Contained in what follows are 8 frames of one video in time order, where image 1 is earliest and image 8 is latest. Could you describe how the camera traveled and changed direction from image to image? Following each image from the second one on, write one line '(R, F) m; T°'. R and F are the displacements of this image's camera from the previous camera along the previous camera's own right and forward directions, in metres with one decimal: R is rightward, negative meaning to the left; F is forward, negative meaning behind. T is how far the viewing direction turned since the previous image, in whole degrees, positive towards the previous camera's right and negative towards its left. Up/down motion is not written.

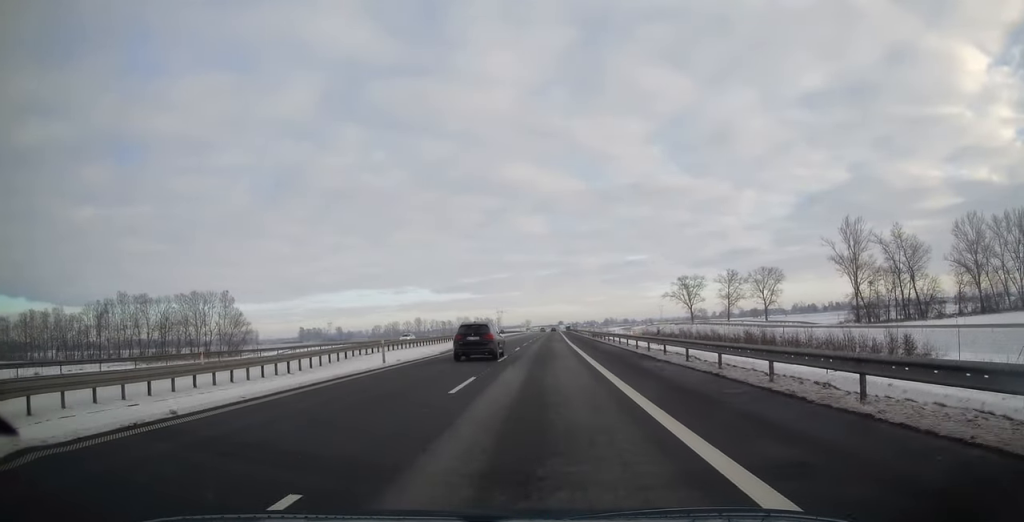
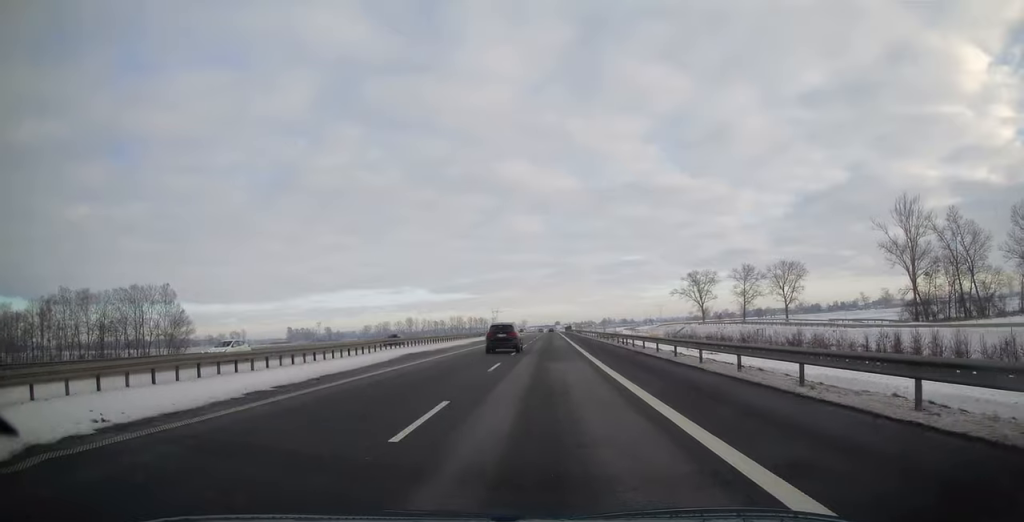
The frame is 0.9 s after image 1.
(+0.2, +29.2) m; 0°
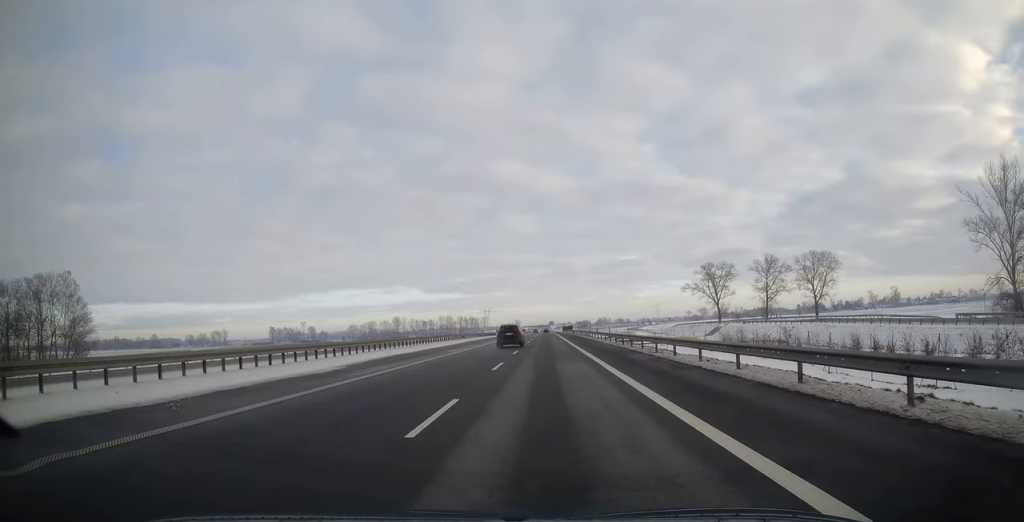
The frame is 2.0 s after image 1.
(0.0, +35.5) m; 0°
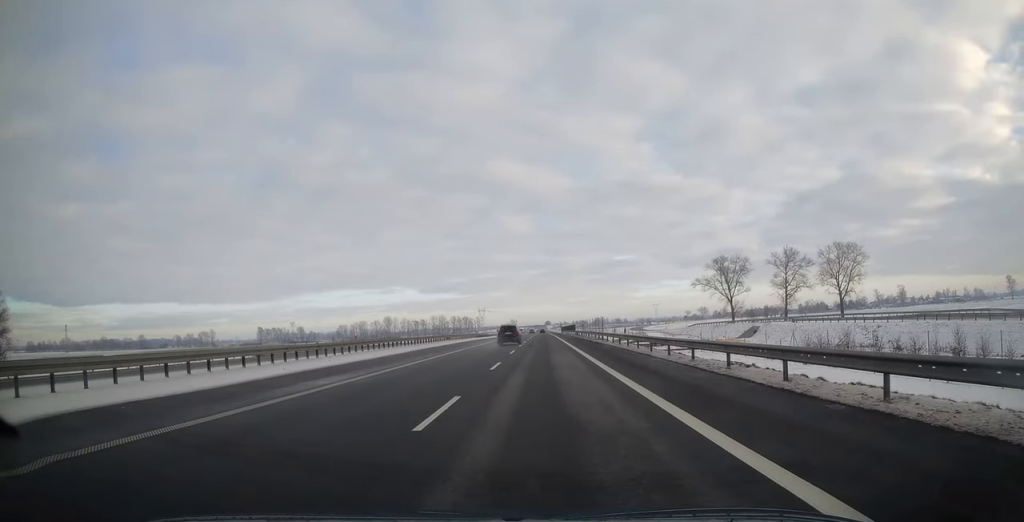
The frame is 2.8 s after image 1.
(0.0, +23.4) m; +1°
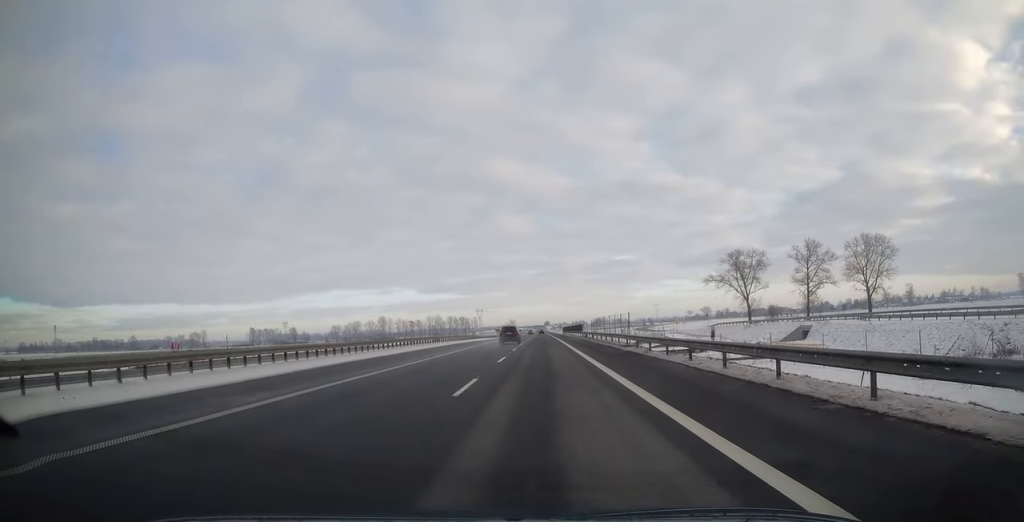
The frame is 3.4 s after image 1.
(+0.3, +19.6) m; 0°
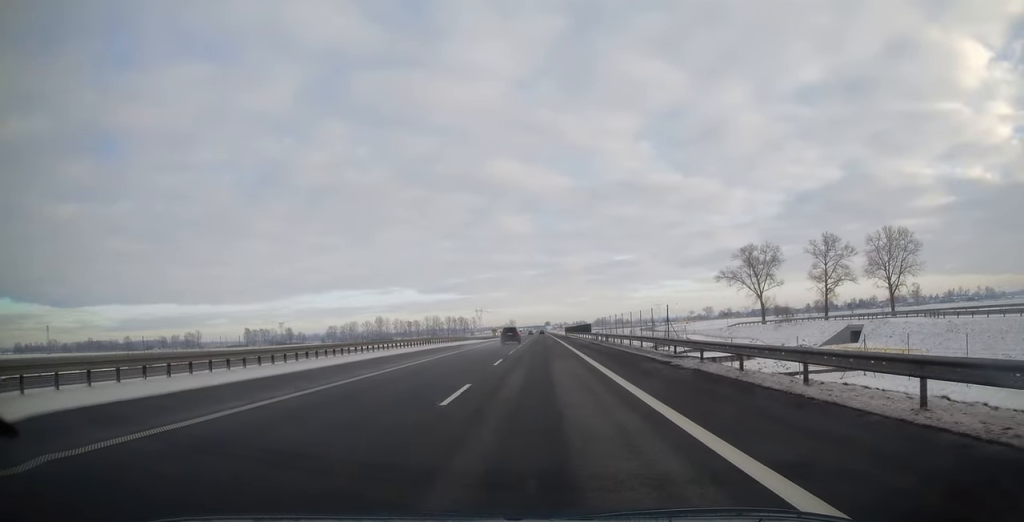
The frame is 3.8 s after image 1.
(0.0, +13.3) m; 0°
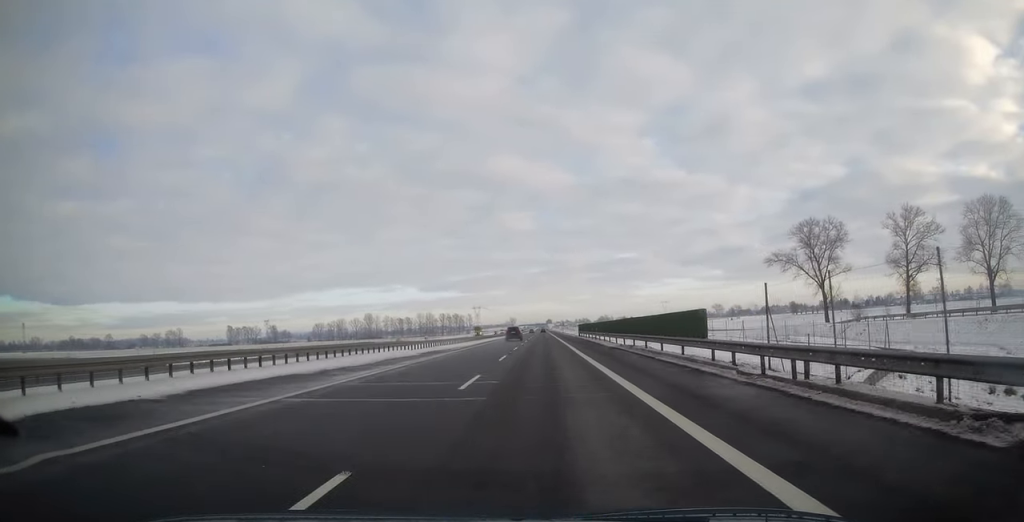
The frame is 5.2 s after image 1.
(-0.5, +45.1) m; 0°
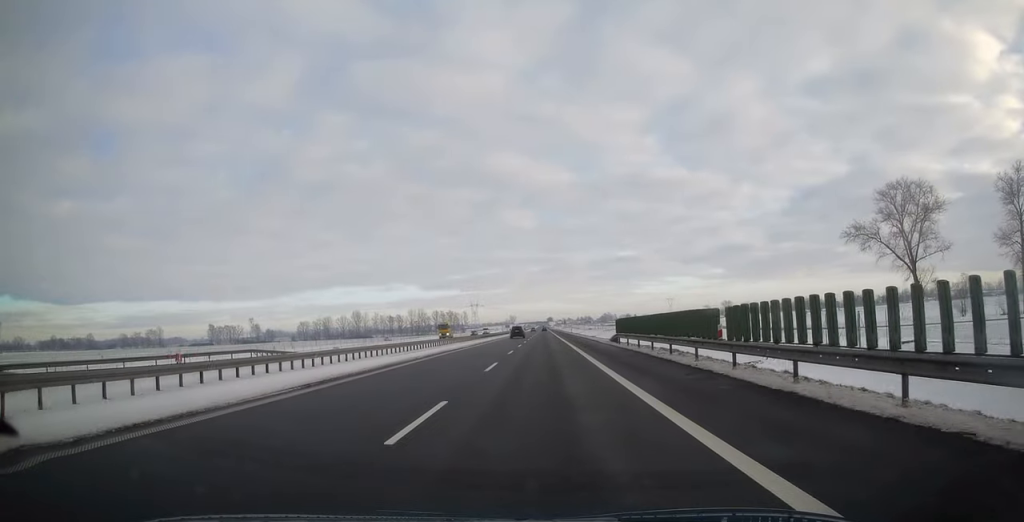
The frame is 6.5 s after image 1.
(+0.4, +42.0) m; 0°
